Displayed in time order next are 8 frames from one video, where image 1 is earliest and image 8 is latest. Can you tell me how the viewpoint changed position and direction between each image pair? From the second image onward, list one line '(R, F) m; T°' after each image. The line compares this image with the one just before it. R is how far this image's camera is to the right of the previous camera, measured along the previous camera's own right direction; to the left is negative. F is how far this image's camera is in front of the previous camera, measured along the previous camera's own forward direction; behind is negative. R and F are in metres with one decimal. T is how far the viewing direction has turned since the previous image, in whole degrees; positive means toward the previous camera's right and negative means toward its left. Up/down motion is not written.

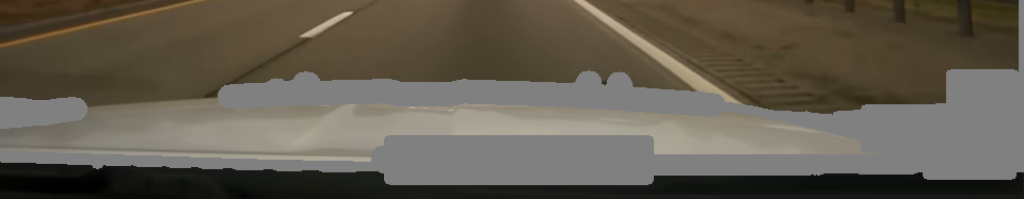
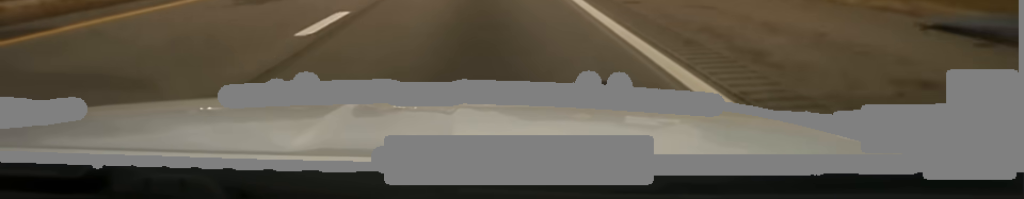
(0.0, +39.9) m; 0°
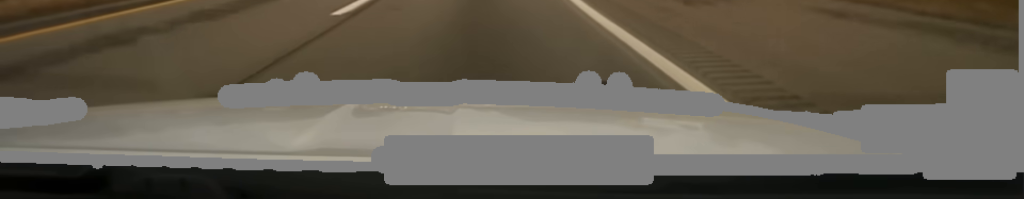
(0.0, +25.0) m; 0°
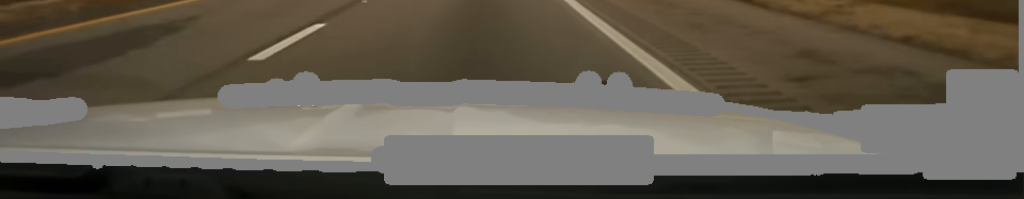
(-0.6, +83.1) m; 0°
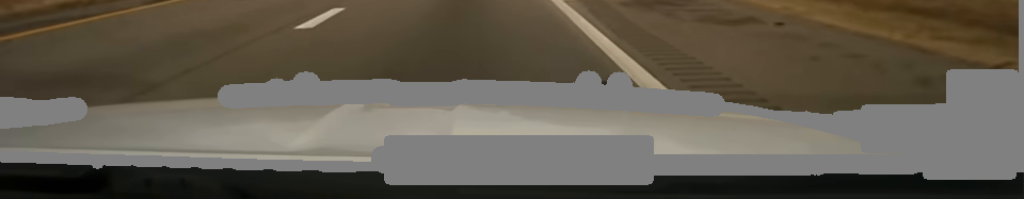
(+0.5, +63.4) m; 0°
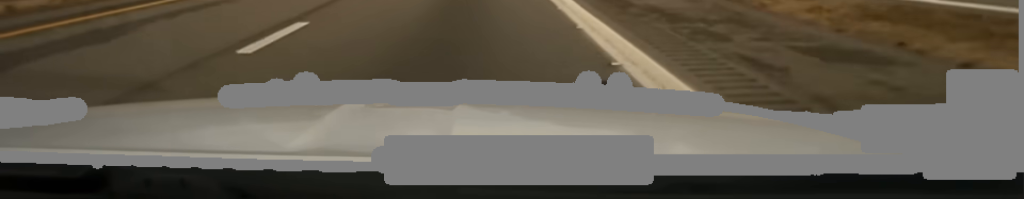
(0.0, +13.4) m; 0°
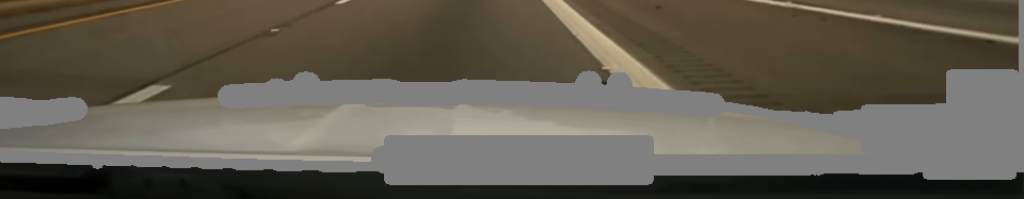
(-0.1, +14.1) m; 0°
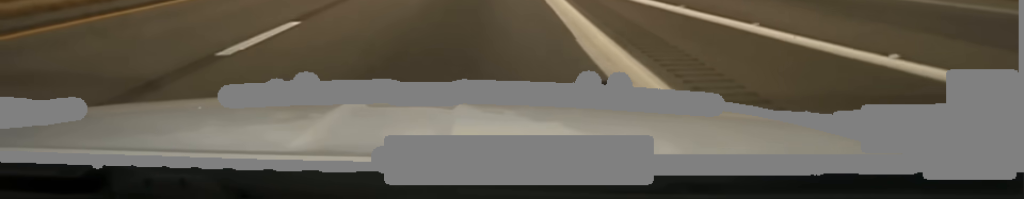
(0.0, +17.2) m; 0°
